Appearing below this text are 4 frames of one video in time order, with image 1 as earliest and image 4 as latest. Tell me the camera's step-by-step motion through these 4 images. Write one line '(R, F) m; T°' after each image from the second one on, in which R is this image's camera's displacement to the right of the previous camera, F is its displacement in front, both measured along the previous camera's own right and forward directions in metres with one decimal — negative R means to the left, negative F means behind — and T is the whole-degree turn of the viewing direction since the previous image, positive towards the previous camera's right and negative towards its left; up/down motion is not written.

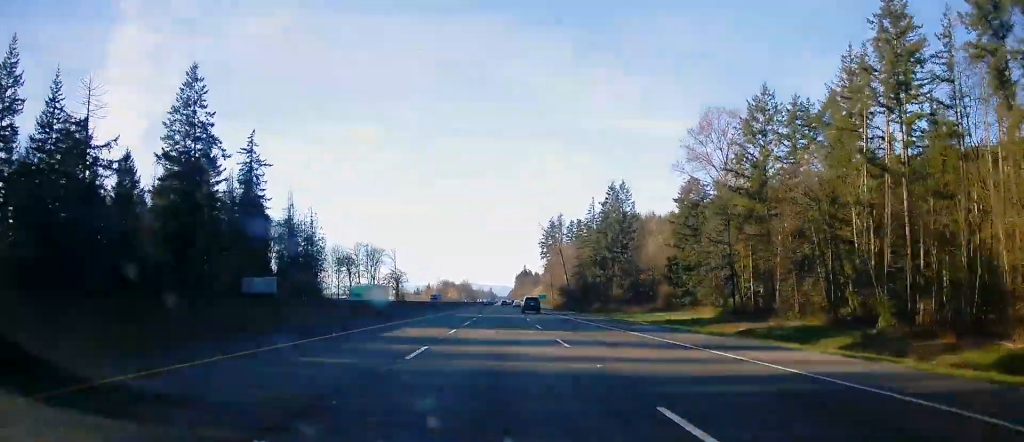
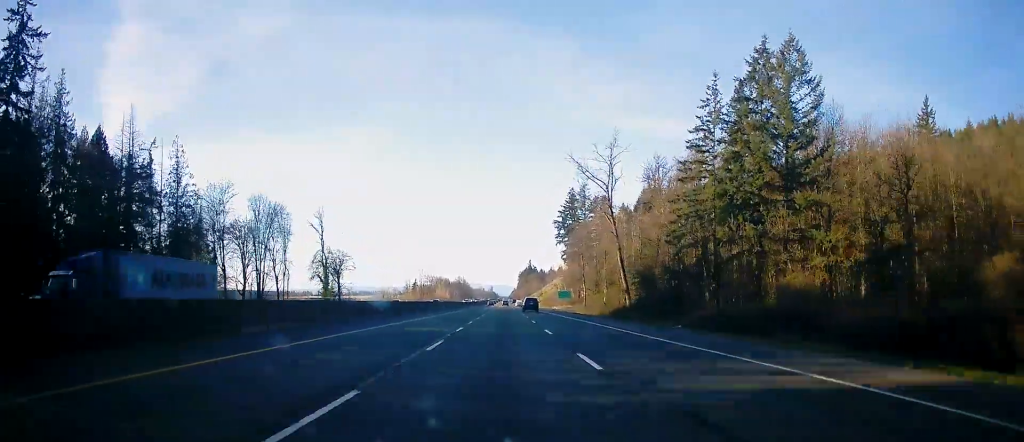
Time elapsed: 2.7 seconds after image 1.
(-1.7, +89.7) m; 0°
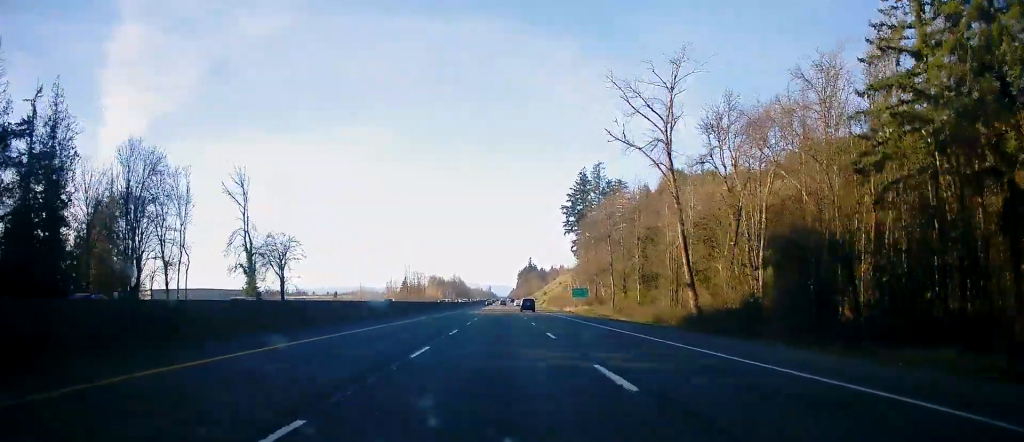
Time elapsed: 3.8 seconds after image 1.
(+0.6, +38.8) m; +1°
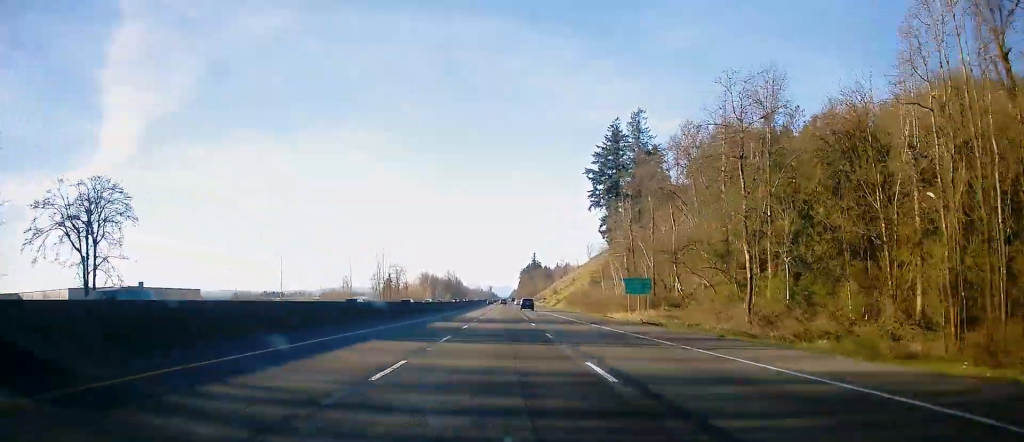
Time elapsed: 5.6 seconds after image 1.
(-1.0, +58.8) m; -1°
